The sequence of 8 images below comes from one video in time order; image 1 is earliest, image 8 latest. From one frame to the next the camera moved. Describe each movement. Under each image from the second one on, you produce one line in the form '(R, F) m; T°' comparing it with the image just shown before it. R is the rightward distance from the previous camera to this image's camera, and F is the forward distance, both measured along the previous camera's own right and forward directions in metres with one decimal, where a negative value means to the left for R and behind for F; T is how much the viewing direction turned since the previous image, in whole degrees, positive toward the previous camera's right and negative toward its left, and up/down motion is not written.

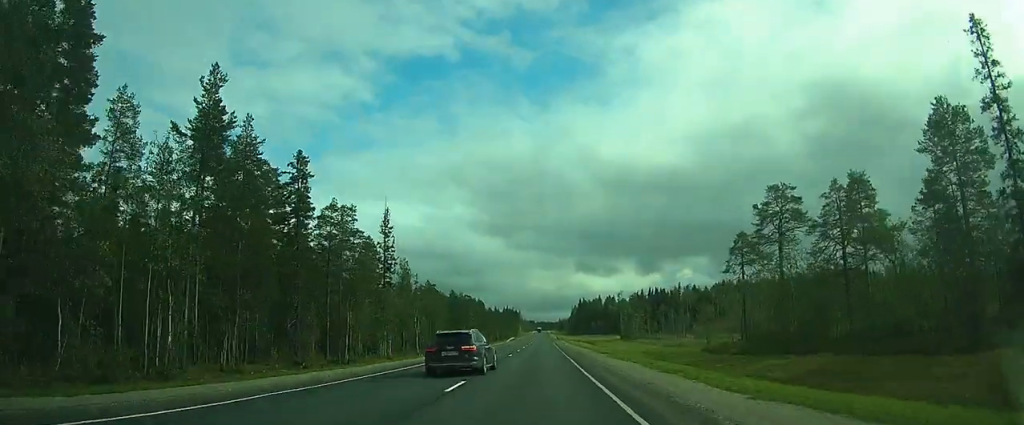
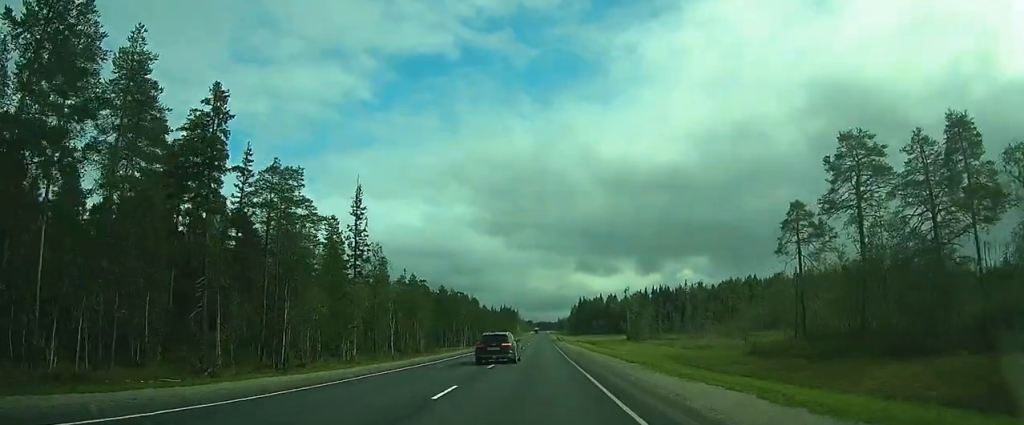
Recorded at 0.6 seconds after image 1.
(+0.1, +14.6) m; 0°
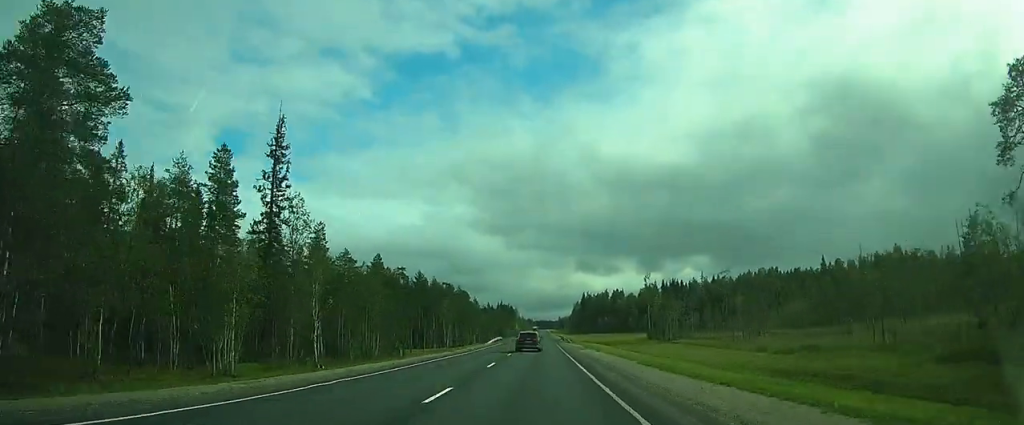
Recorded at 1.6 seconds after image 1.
(-0.1, +26.5) m; 0°
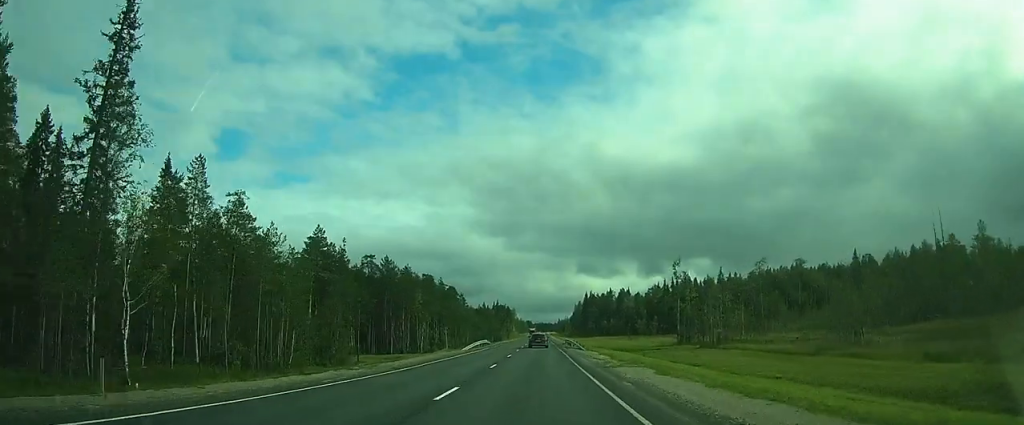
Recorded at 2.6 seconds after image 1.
(0.0, +24.6) m; 0°
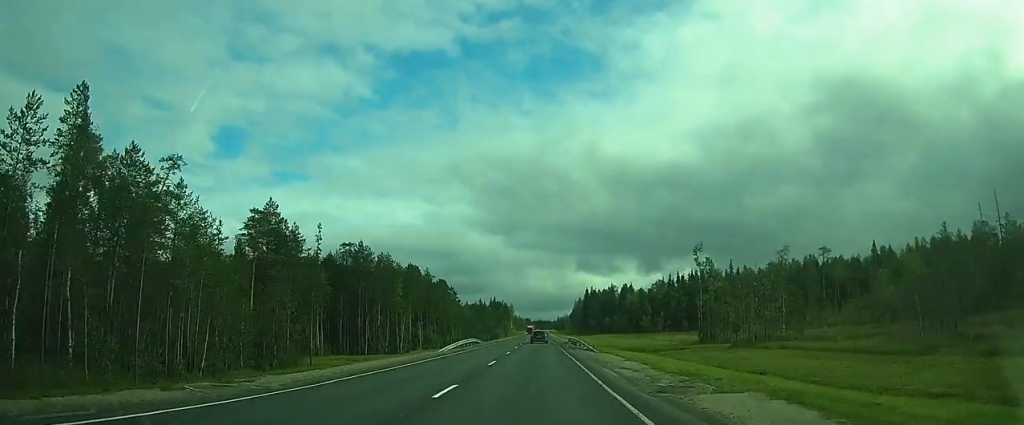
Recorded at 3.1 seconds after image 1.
(0.0, +12.5) m; 0°
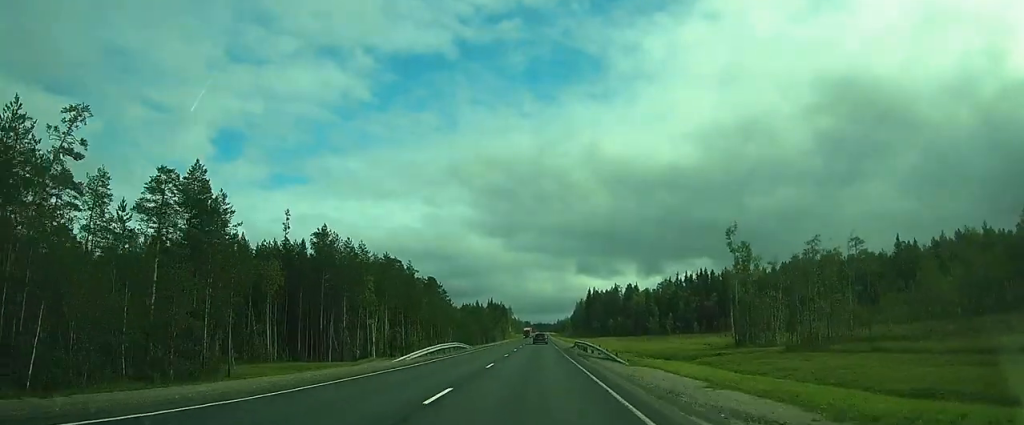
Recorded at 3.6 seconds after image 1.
(0.0, +13.4) m; 0°
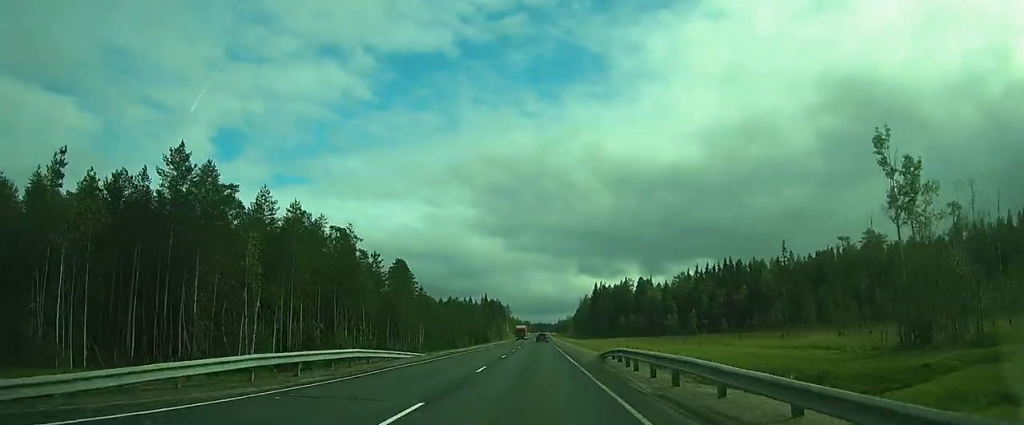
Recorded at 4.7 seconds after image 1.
(-0.1, +27.7) m; 0°
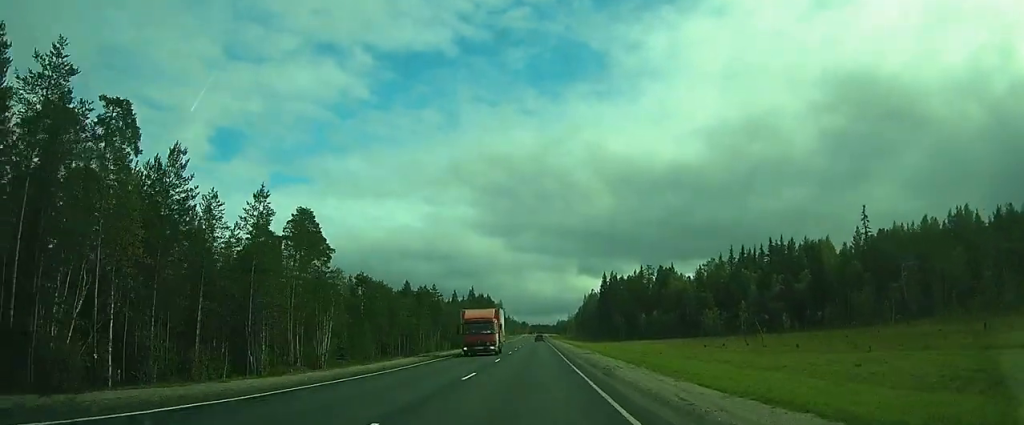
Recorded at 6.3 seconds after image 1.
(+0.1, +38.0) m; 0°
